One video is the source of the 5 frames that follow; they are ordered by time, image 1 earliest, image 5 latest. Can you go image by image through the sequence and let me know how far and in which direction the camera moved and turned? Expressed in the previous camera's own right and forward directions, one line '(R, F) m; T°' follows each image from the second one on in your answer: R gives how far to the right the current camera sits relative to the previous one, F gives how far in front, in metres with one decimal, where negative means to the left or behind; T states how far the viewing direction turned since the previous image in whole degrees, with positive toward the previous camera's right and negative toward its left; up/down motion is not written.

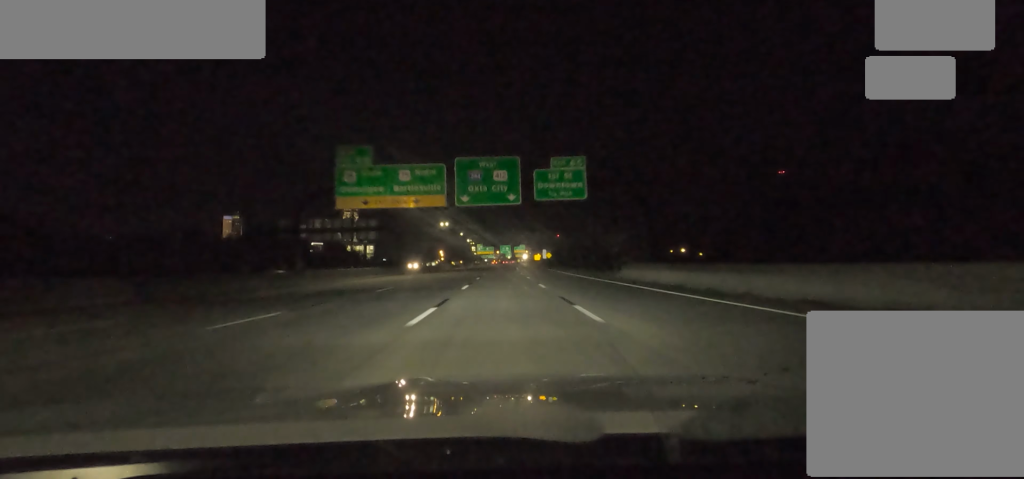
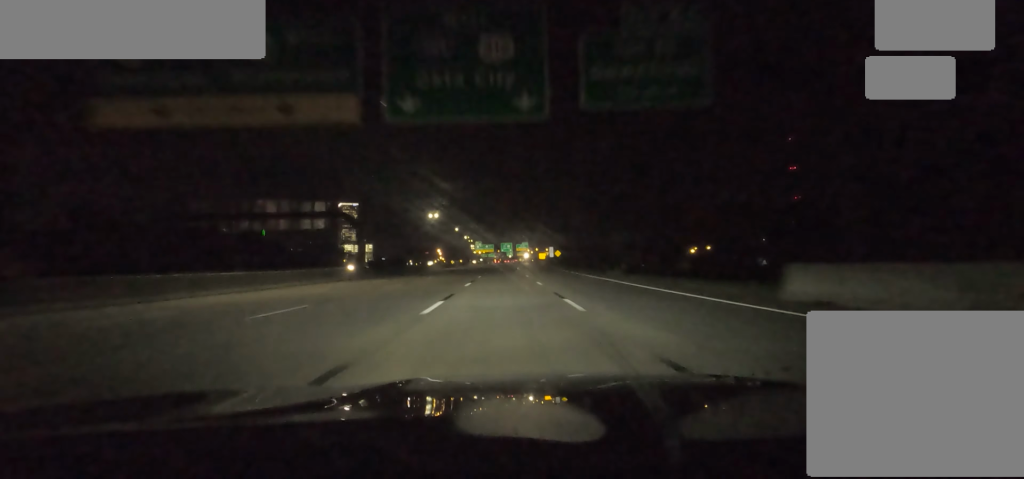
(0.0, +25.8) m; 0°
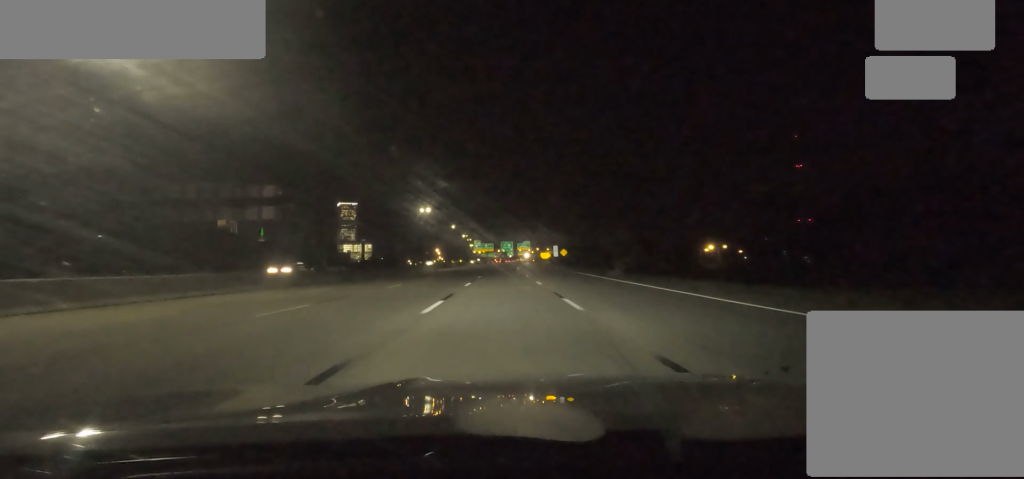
(0.0, +13.6) m; 0°
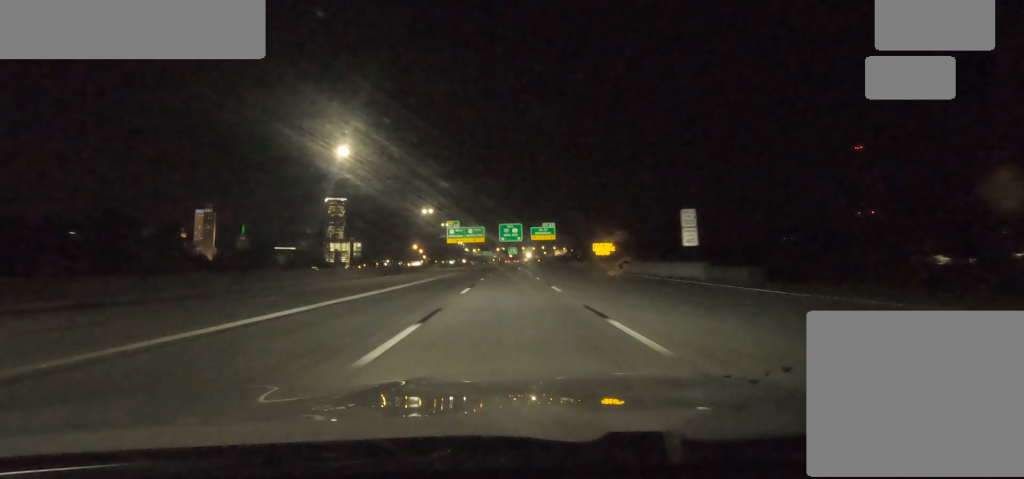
(+3.1, +113.2) m; 0°
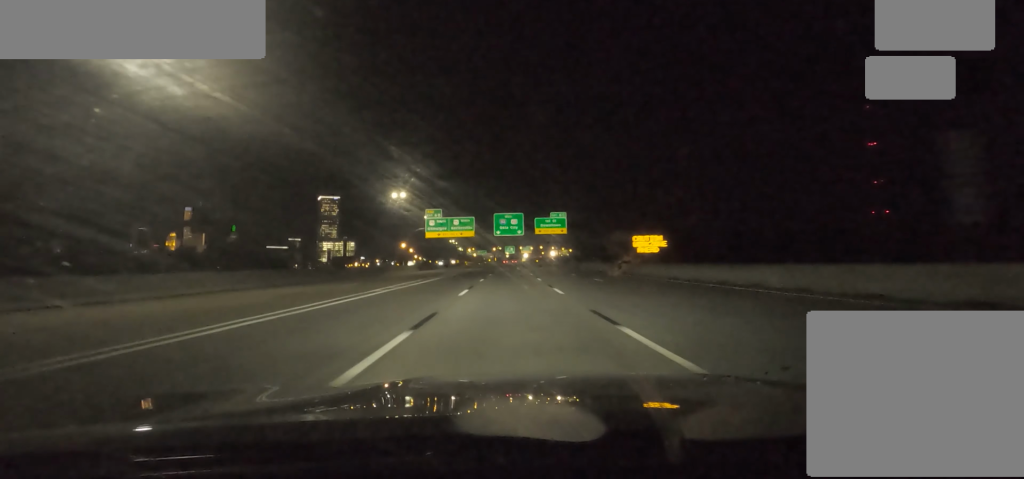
(0.0, +28.0) m; 0°
